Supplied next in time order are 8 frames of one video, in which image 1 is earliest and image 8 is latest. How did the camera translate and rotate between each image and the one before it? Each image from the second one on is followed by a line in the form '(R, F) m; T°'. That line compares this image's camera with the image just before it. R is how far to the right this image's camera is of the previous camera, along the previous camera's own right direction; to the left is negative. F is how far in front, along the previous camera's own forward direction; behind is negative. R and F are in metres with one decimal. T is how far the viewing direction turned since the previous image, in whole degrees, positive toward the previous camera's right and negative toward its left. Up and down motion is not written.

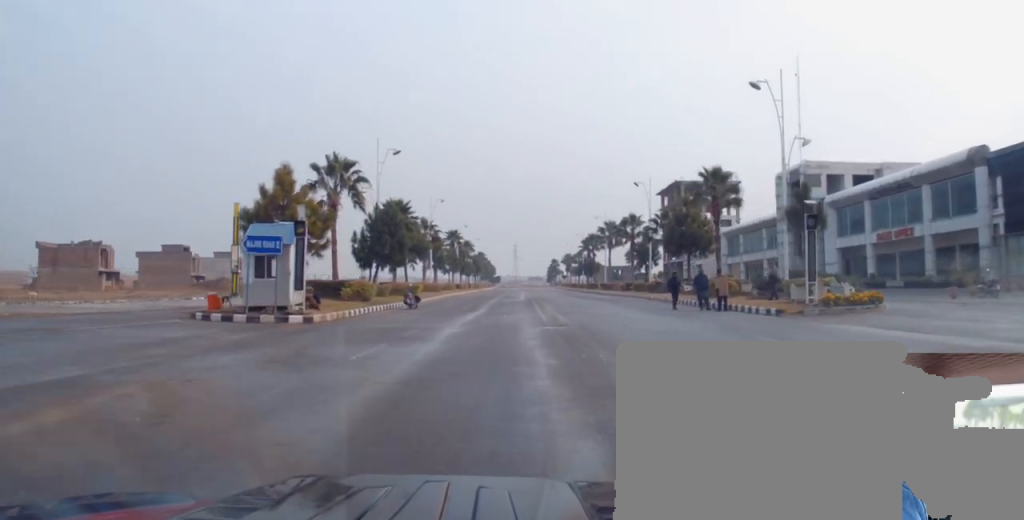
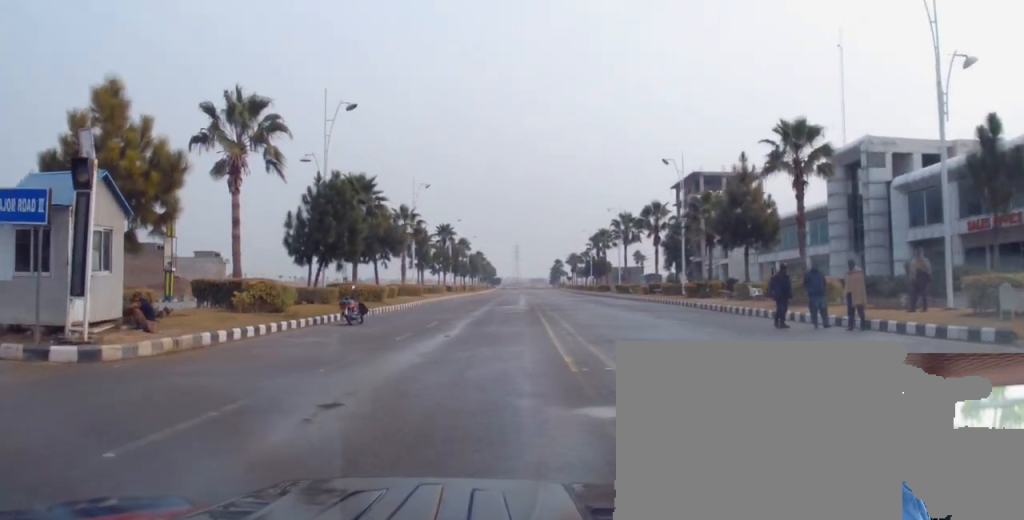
(+0.2, +13.2) m; -1°
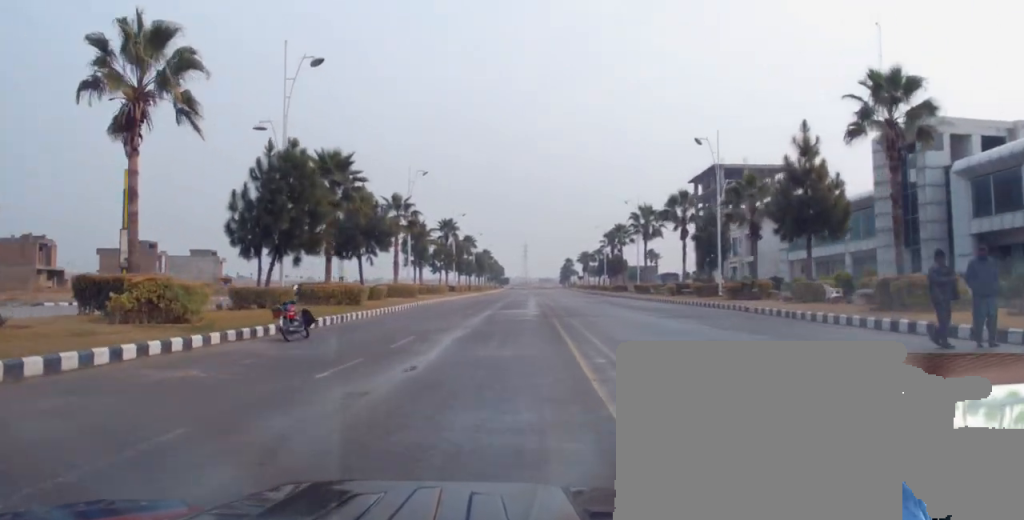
(-0.1, +7.5) m; -1°
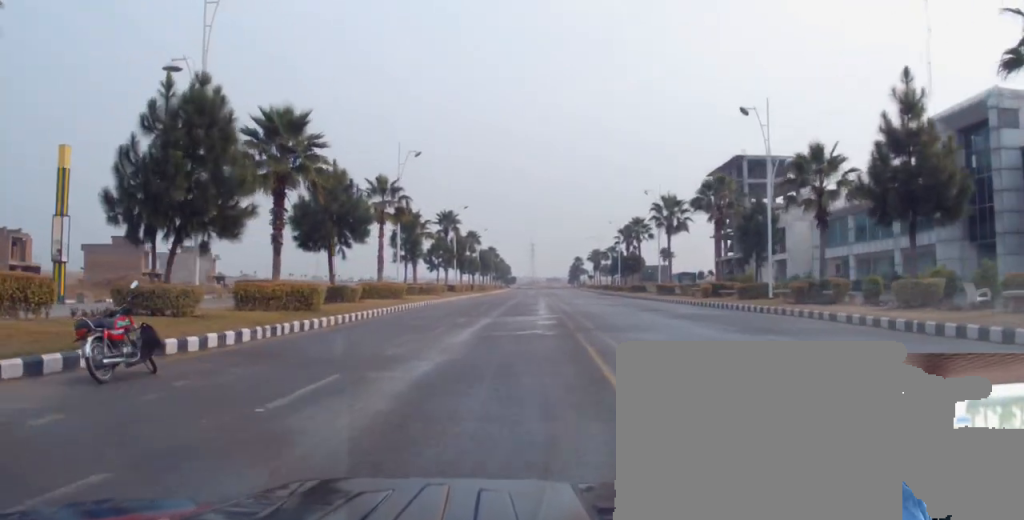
(0.0, +8.2) m; -1°
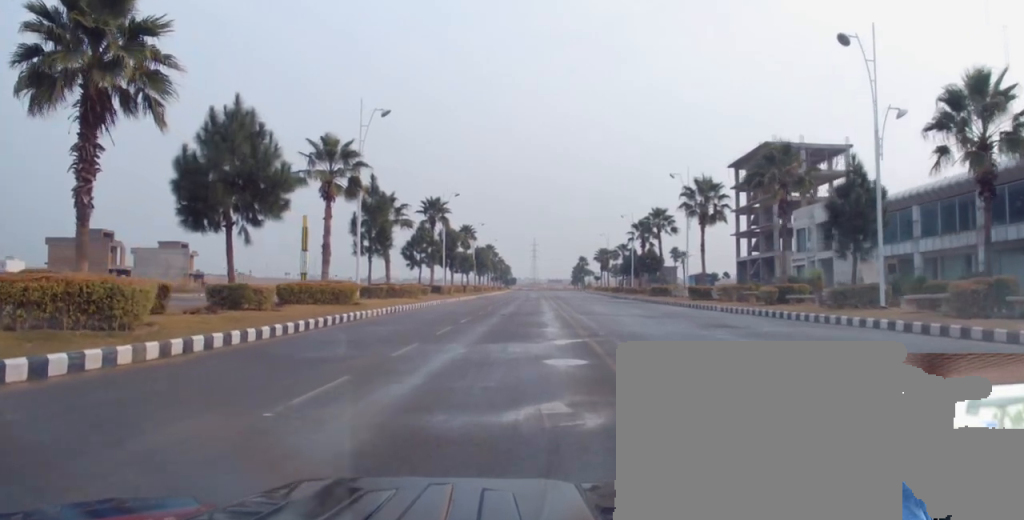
(-0.2, +12.2) m; 0°
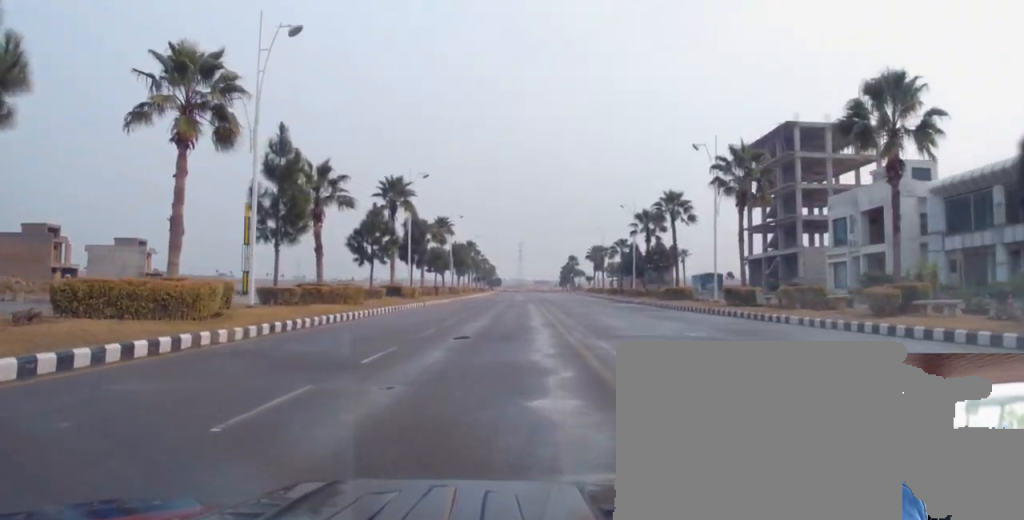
(+0.3, +12.9) m; +4°
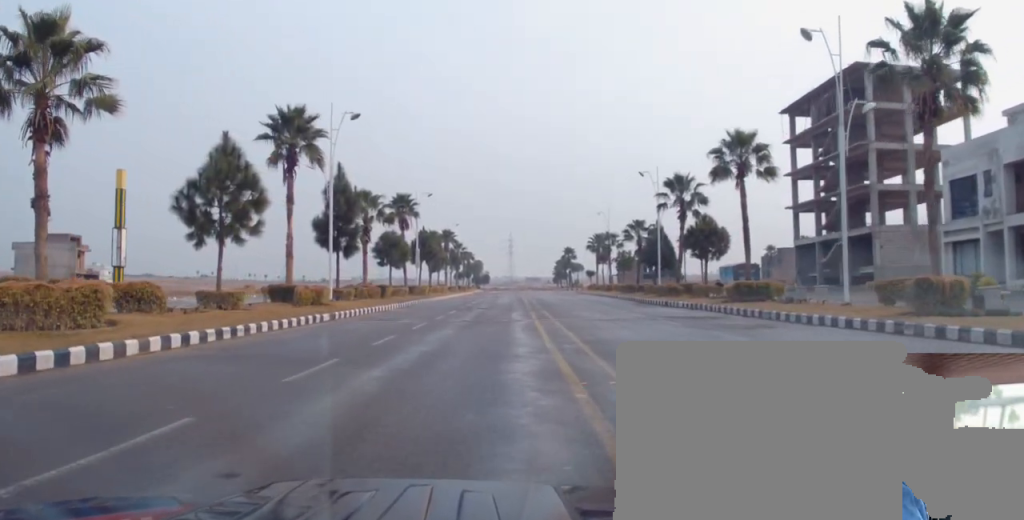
(-0.2, +20.8) m; -5°
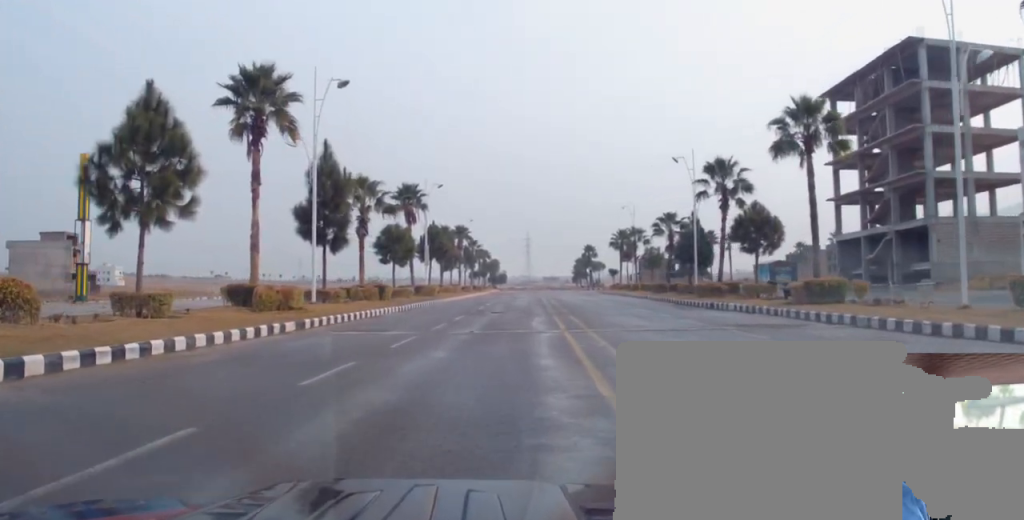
(-0.2, +6.0) m; -1°
